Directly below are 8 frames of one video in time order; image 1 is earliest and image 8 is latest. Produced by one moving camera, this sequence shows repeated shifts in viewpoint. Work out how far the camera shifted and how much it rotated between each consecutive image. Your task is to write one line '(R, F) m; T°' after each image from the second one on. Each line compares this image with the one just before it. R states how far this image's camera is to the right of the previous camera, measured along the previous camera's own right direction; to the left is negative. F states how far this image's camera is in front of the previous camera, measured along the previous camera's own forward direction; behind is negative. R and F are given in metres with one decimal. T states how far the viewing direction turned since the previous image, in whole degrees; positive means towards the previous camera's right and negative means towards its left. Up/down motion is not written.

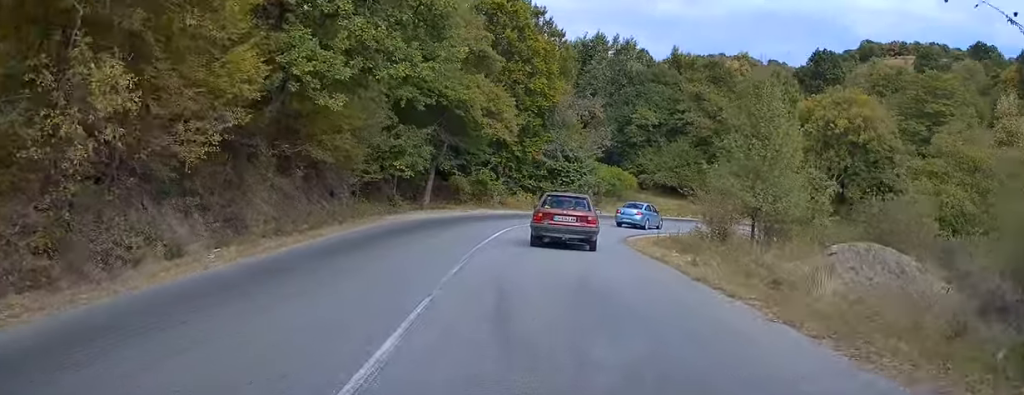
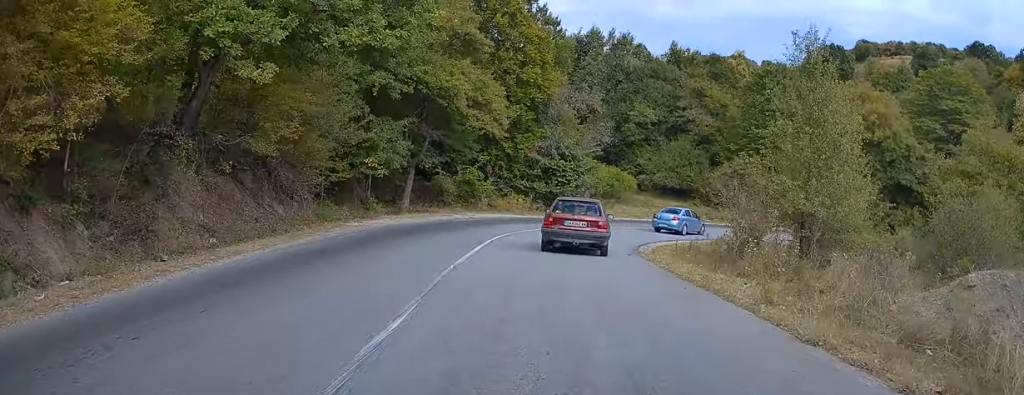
(+0.3, +4.8) m; 0°
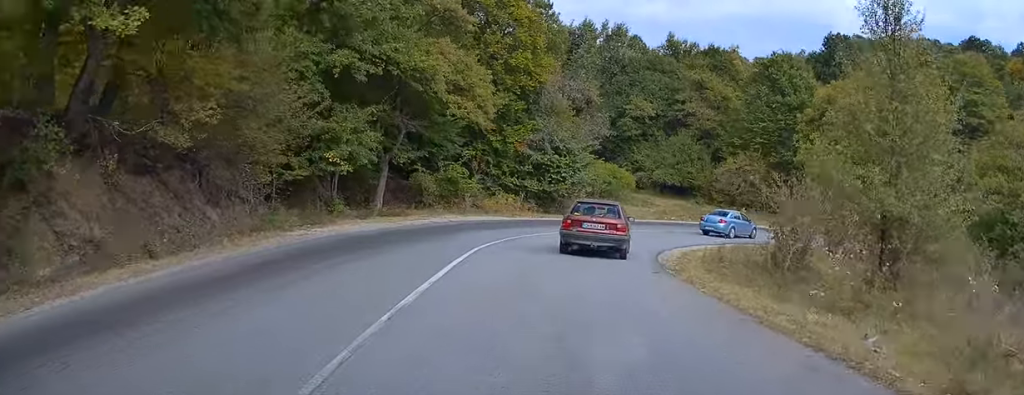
(-0.2, +4.8) m; 0°
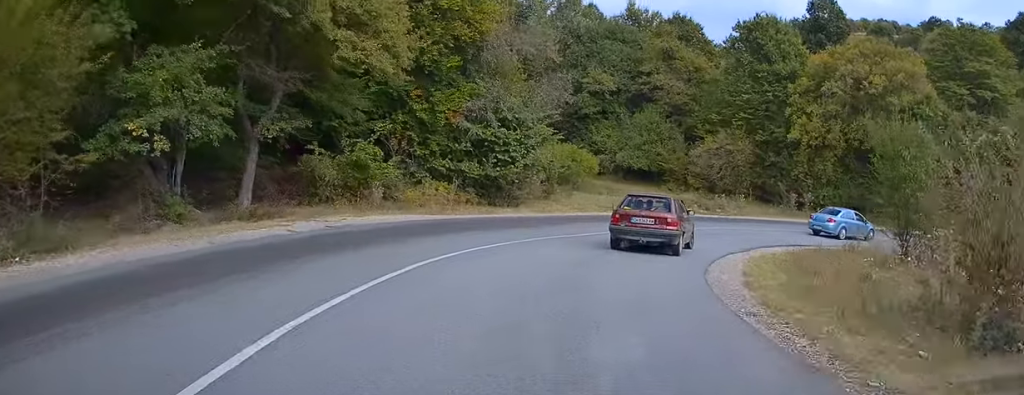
(+0.1, +10.5) m; +4°
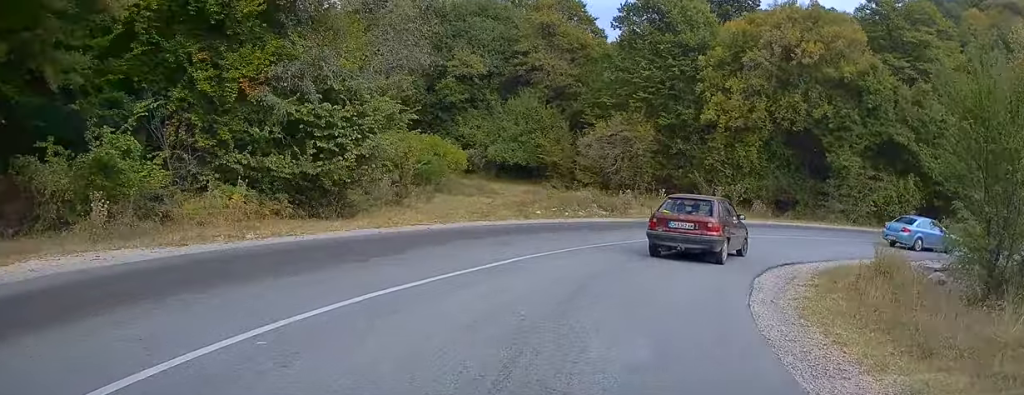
(+0.6, +10.1) m; +12°
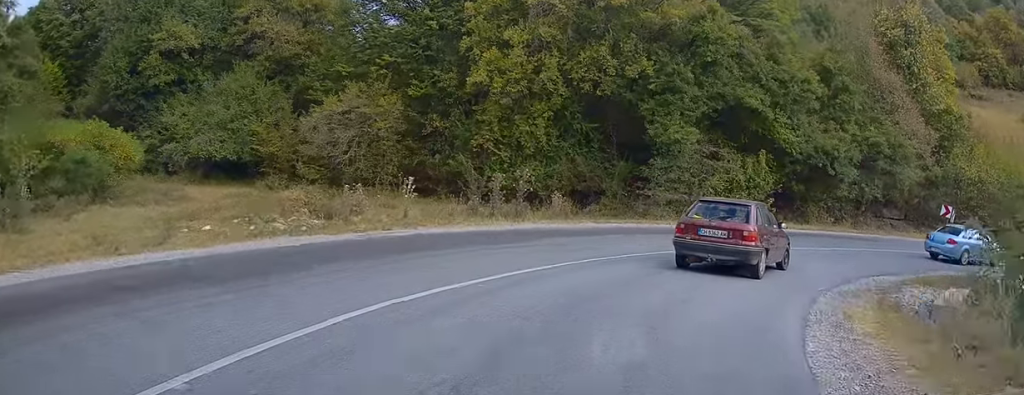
(+2.6, +11.9) m; +23°
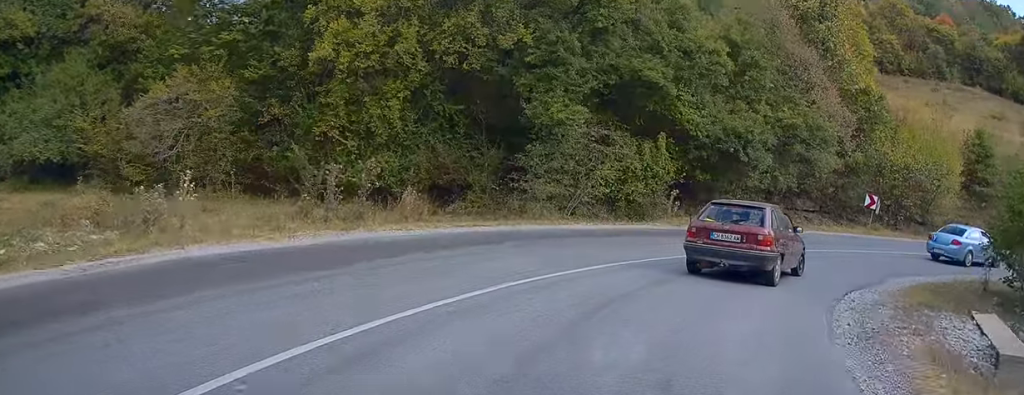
(+0.2, +5.3) m; +10°
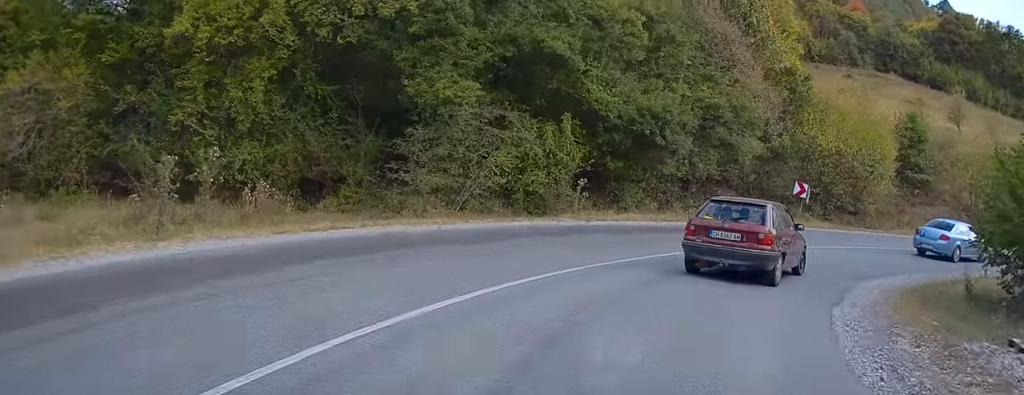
(+0.5, +3.5) m; +9°
